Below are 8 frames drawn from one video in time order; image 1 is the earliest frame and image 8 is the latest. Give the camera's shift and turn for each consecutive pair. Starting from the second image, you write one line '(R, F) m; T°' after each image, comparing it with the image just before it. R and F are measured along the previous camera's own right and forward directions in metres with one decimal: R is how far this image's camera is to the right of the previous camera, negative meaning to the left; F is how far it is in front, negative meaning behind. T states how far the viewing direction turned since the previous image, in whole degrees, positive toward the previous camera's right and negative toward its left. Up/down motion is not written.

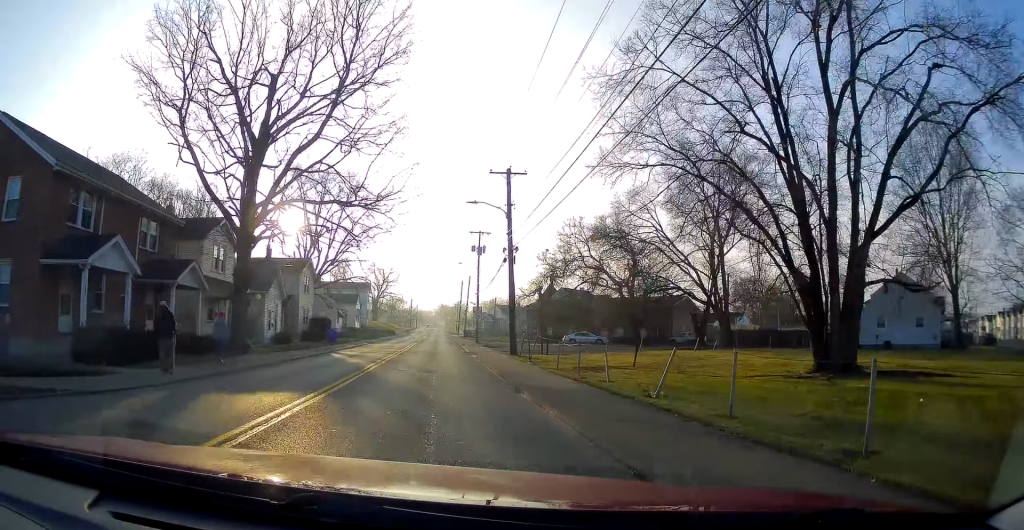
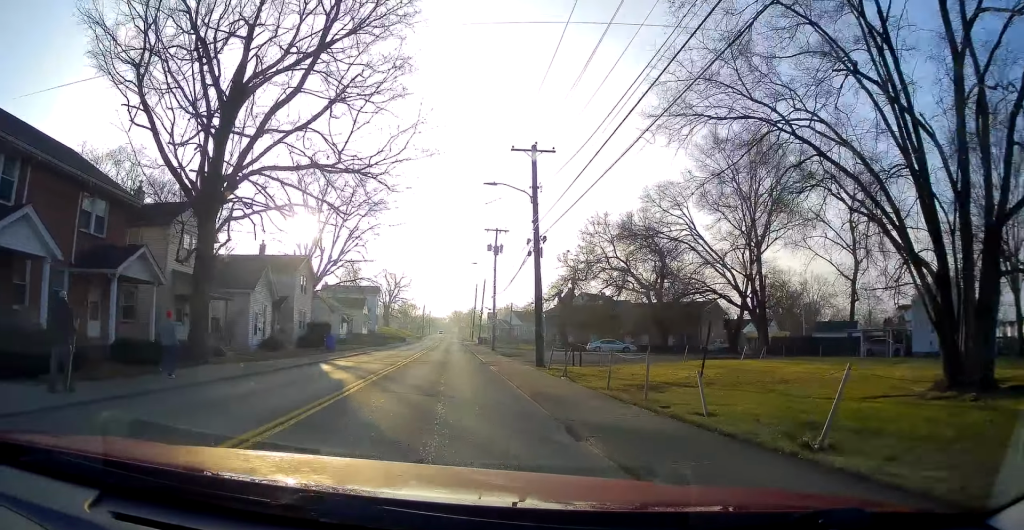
(-0.1, +5.0) m; -6°
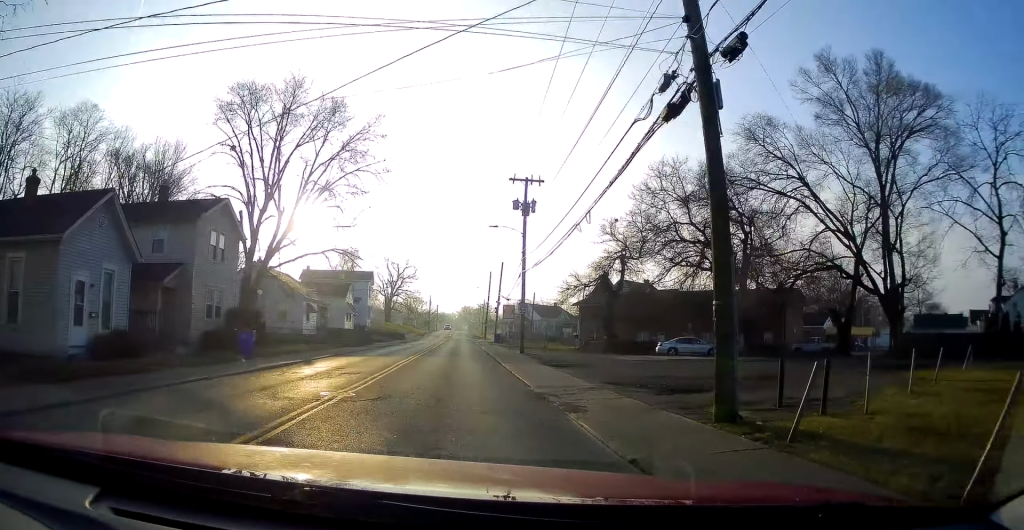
(-1.3, +17.3) m; -3°
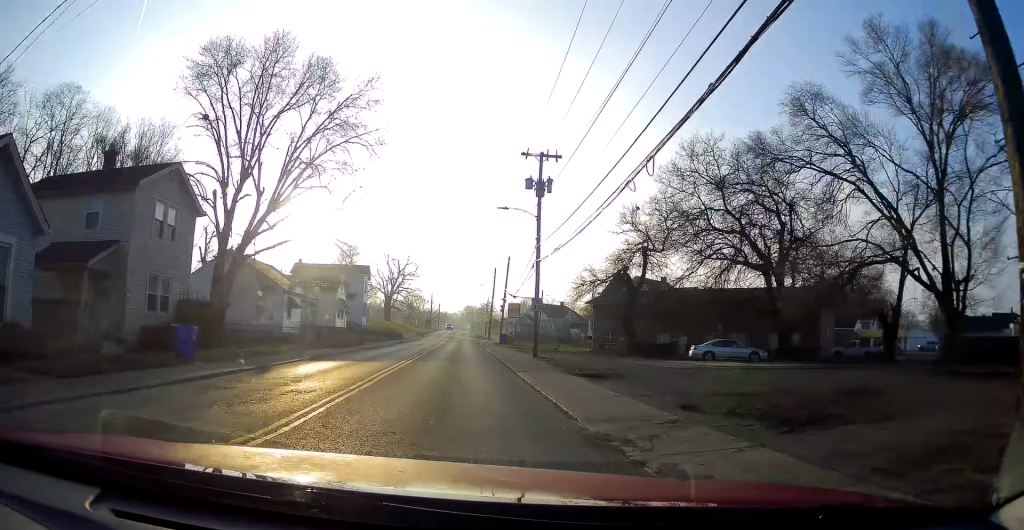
(+0.4, +5.4) m; +1°
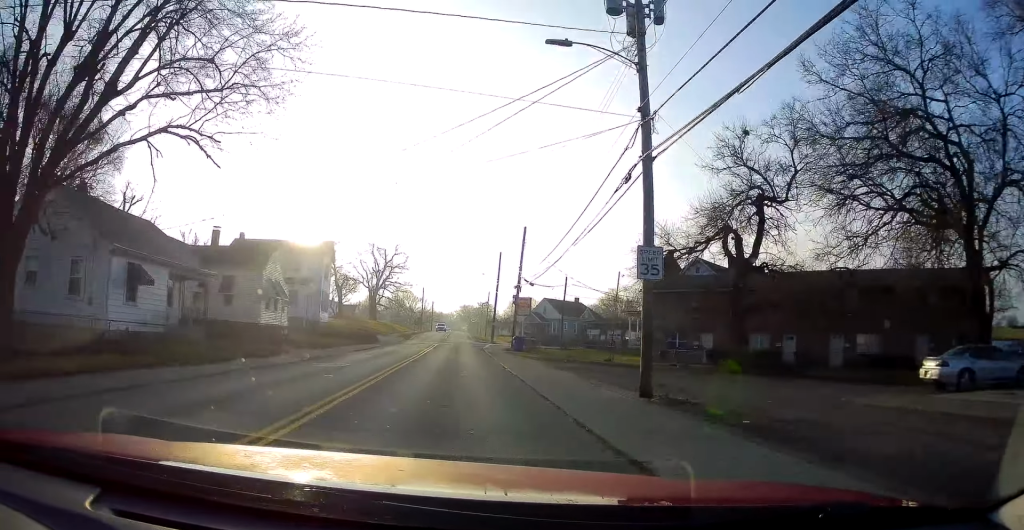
(-0.7, +19.7) m; -2°
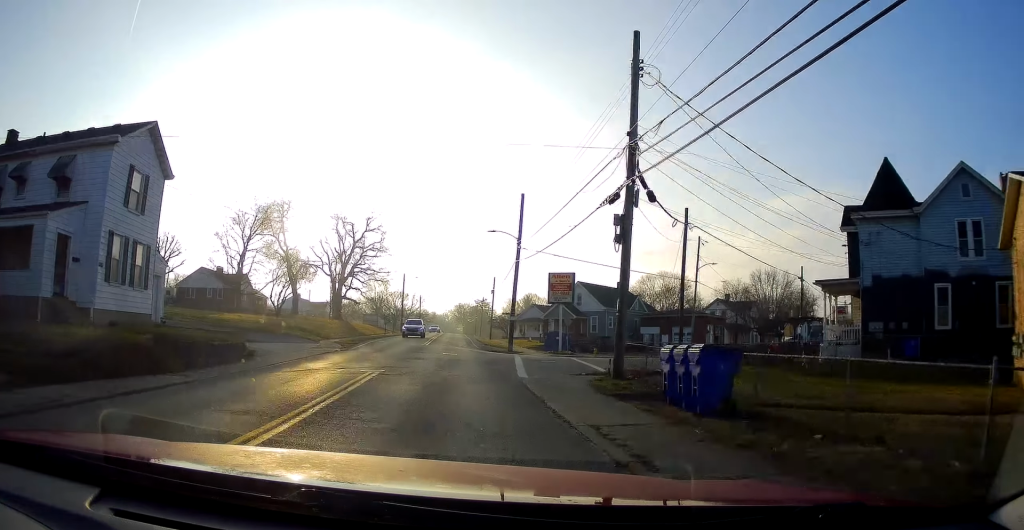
(+0.1, +32.8) m; 0°
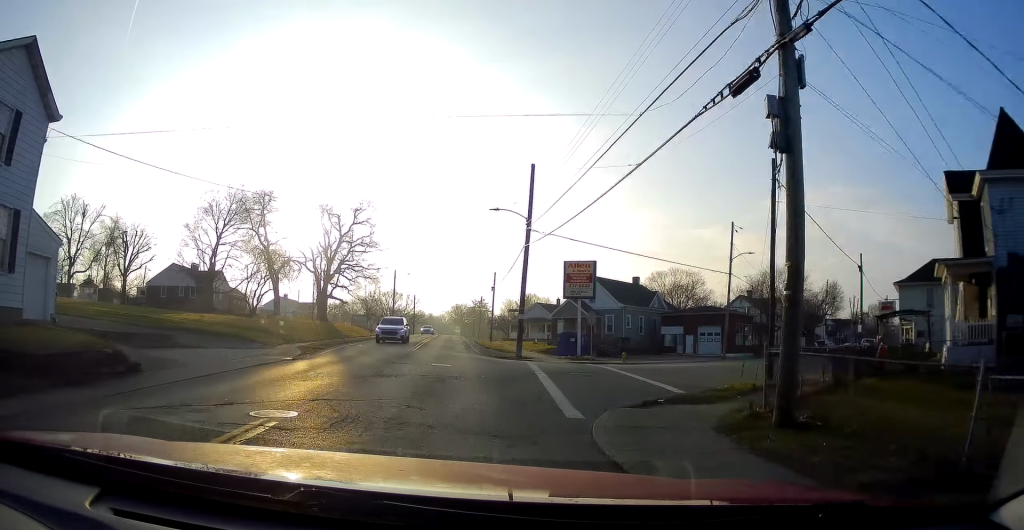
(+0.1, +8.5) m; 0°
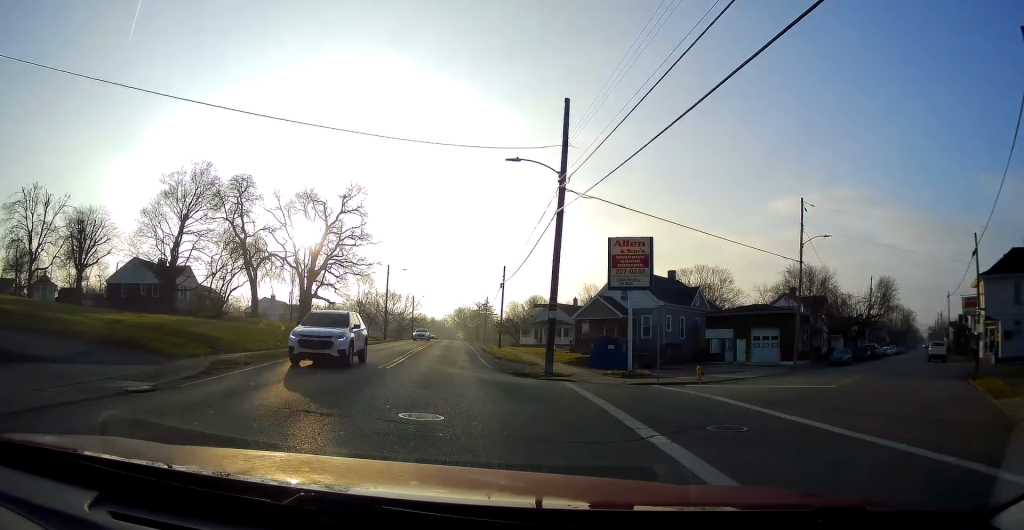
(+0.4, +11.2) m; 0°
